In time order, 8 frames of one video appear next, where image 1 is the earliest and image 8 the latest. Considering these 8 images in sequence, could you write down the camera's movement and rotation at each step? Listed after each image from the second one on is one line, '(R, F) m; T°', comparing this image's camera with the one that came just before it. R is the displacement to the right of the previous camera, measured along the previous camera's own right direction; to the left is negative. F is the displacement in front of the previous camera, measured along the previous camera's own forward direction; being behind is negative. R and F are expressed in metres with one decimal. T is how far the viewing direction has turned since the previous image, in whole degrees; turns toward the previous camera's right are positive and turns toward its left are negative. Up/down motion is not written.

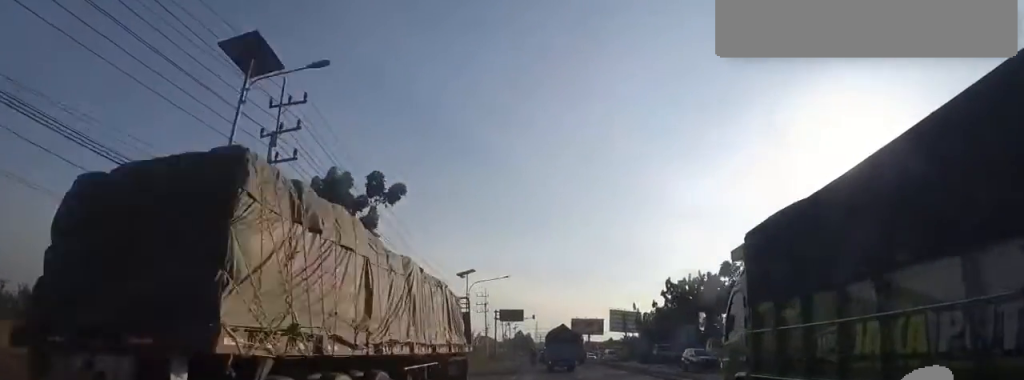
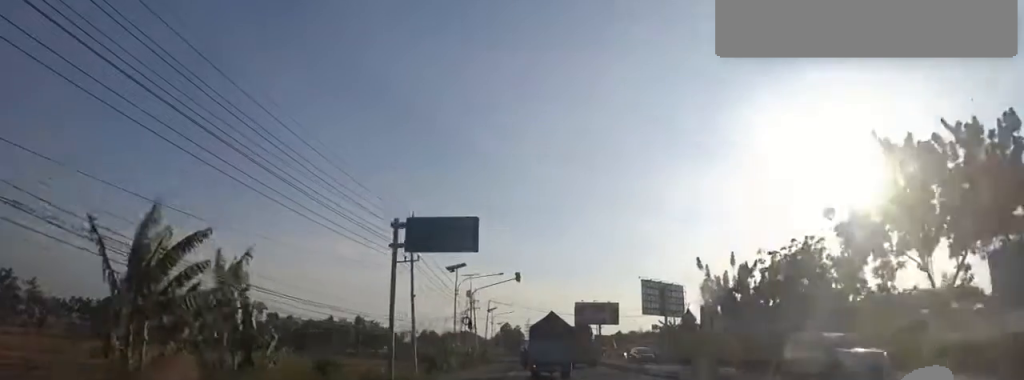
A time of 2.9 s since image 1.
(+0.8, +39.3) m; +1°
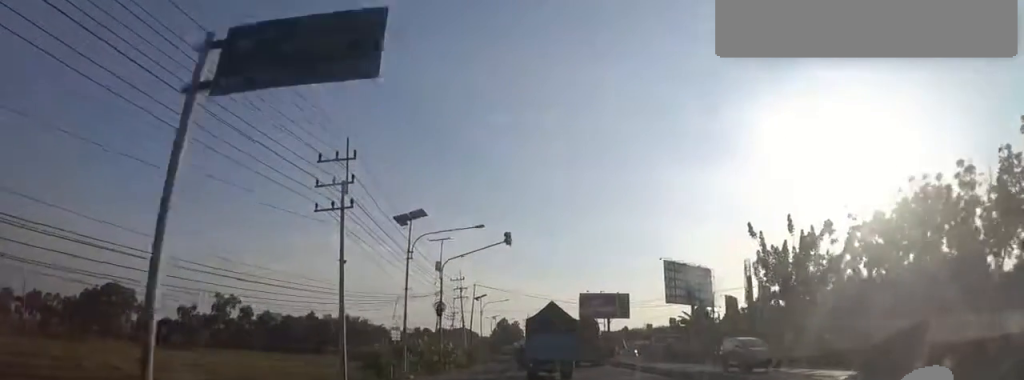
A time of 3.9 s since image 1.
(0.0, +12.0) m; +1°
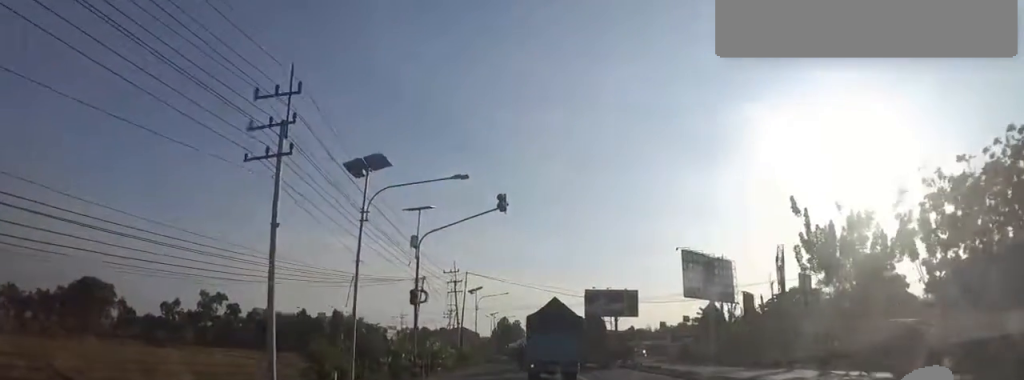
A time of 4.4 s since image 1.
(-0.1, +5.9) m; +2°
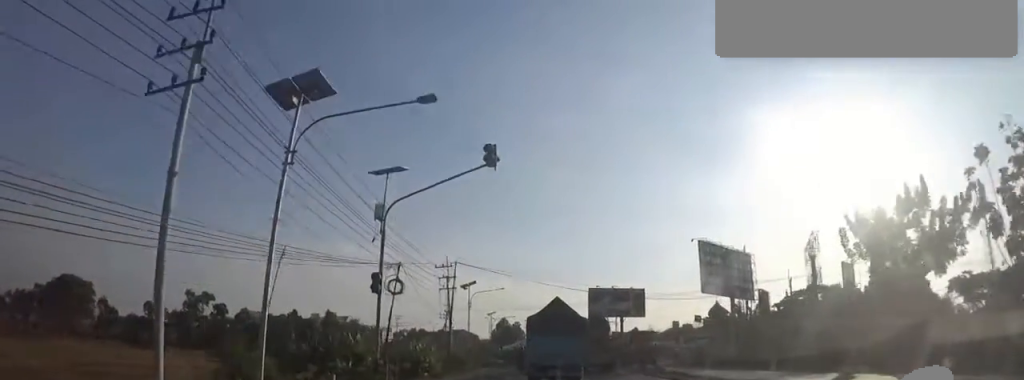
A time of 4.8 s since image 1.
(-0.1, +5.0) m; +1°
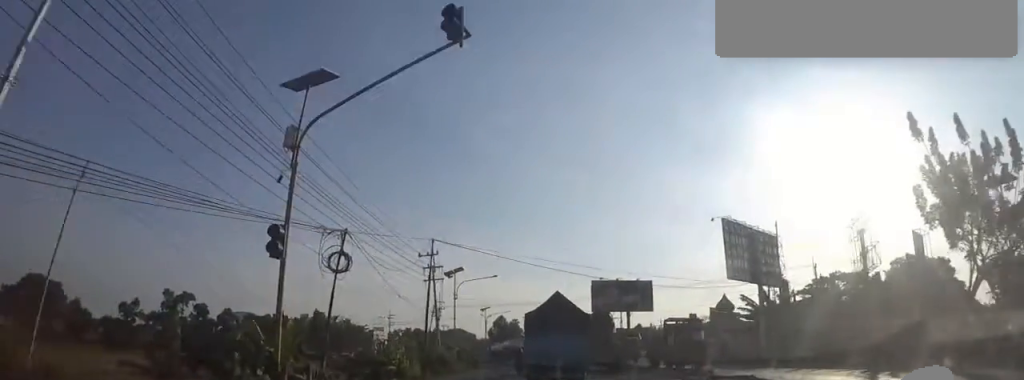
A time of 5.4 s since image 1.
(+0.5, +6.1) m; +1°
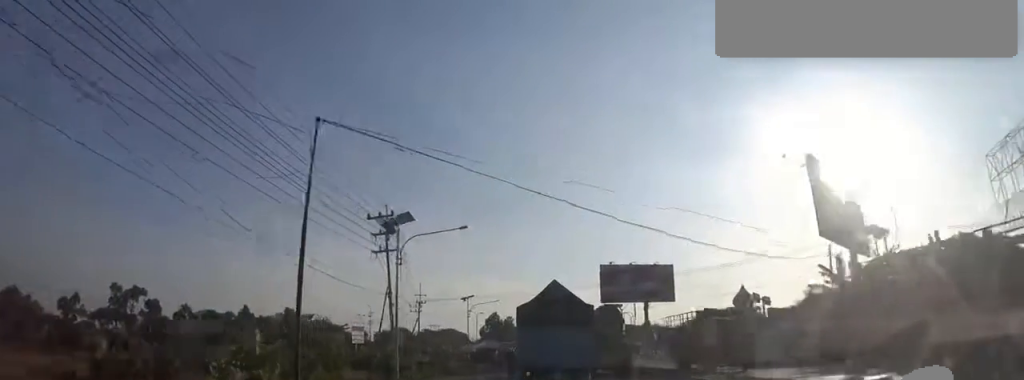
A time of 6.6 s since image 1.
(-0.3, +12.9) m; -3°
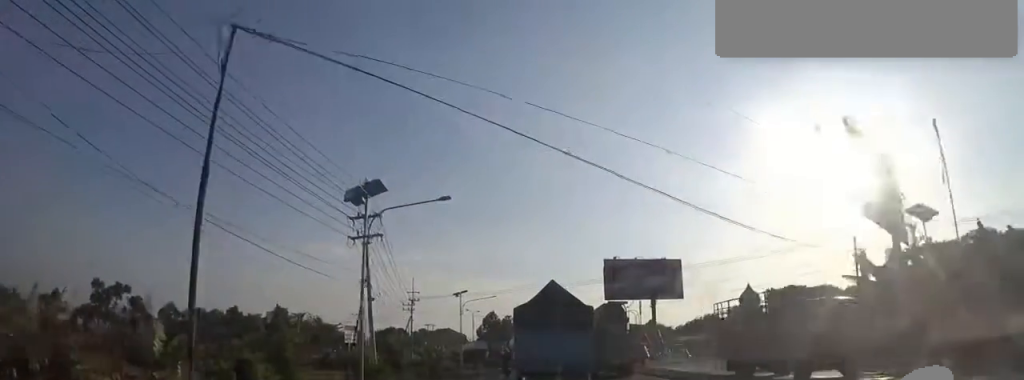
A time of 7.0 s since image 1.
(0.0, +3.9) m; 0°
